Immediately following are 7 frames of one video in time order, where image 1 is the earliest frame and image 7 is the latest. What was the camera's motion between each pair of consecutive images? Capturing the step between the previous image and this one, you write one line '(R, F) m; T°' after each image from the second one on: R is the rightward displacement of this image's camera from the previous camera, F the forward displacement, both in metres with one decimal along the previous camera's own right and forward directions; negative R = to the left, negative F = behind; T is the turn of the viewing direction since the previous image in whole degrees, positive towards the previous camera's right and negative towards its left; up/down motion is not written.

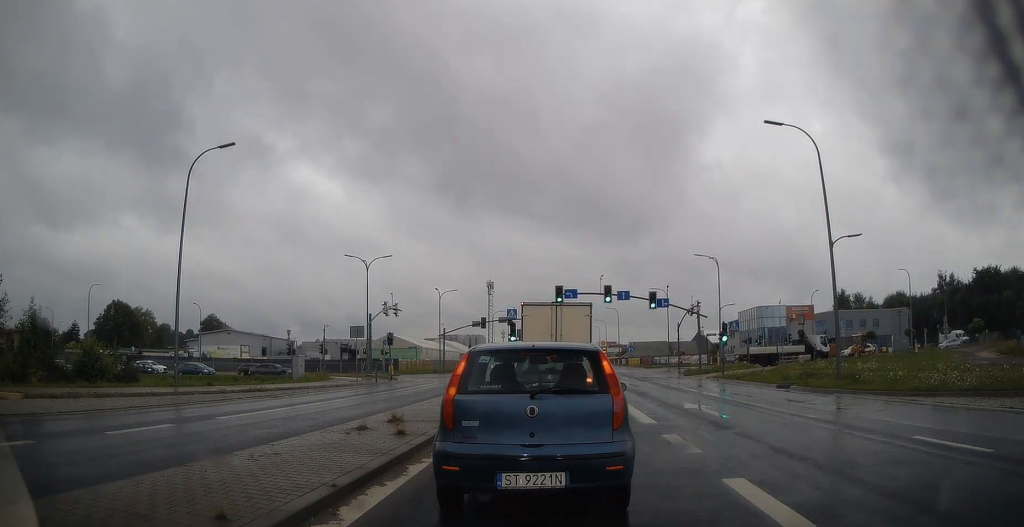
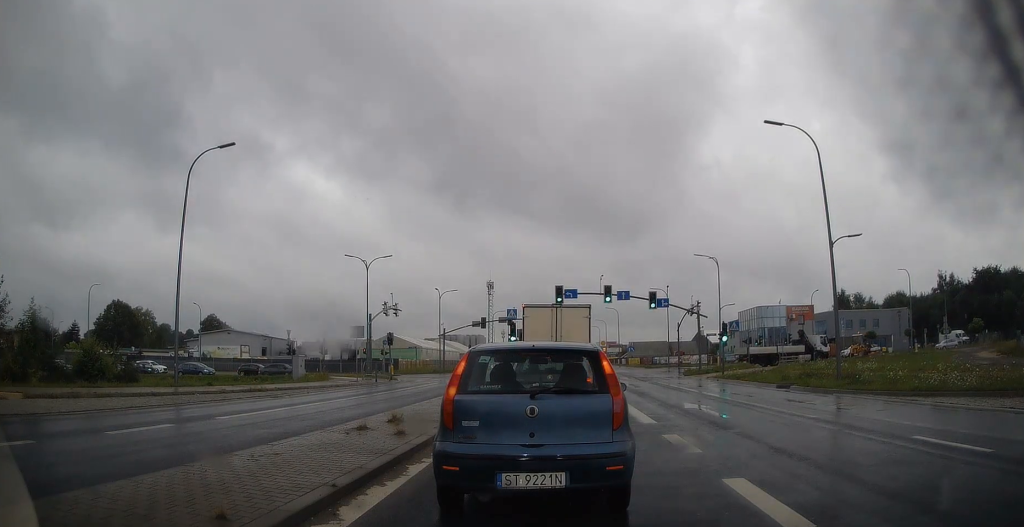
(0.0, 0.0) m; 0°
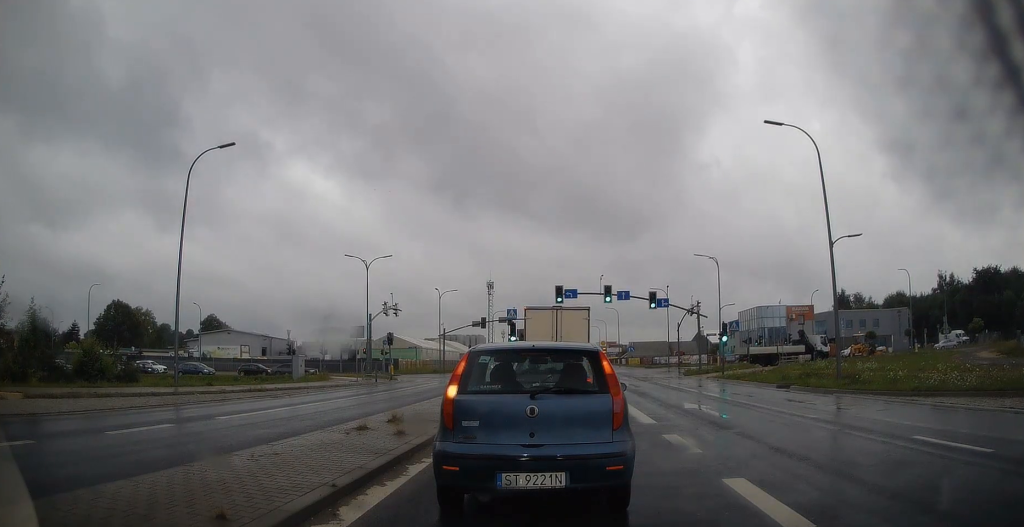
(0.0, 0.0) m; 0°
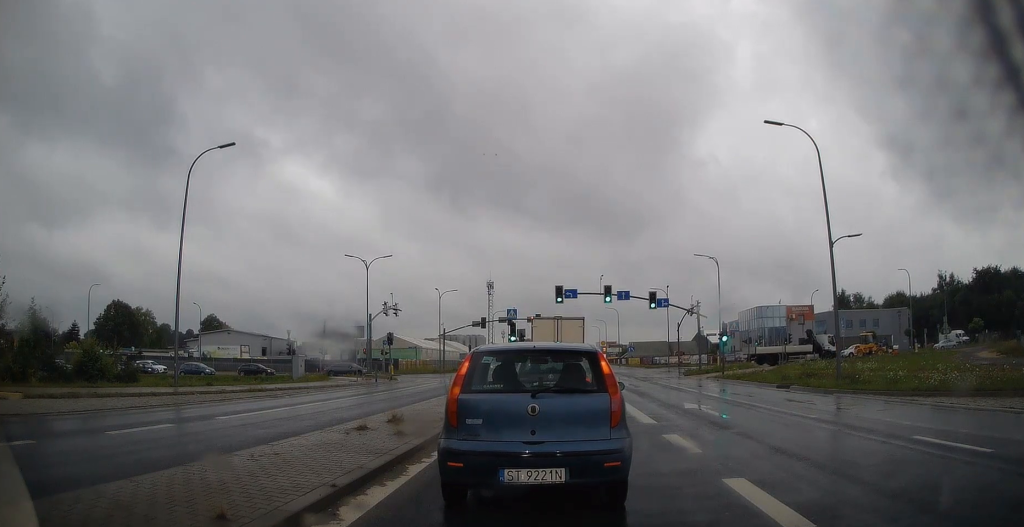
(0.0, 0.0) m; 0°
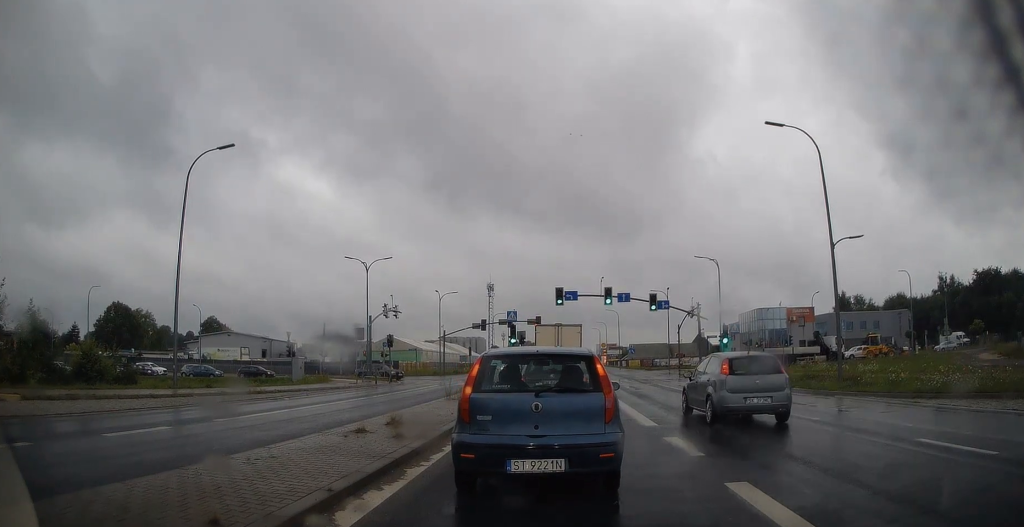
(0.0, +0.1) m; 0°
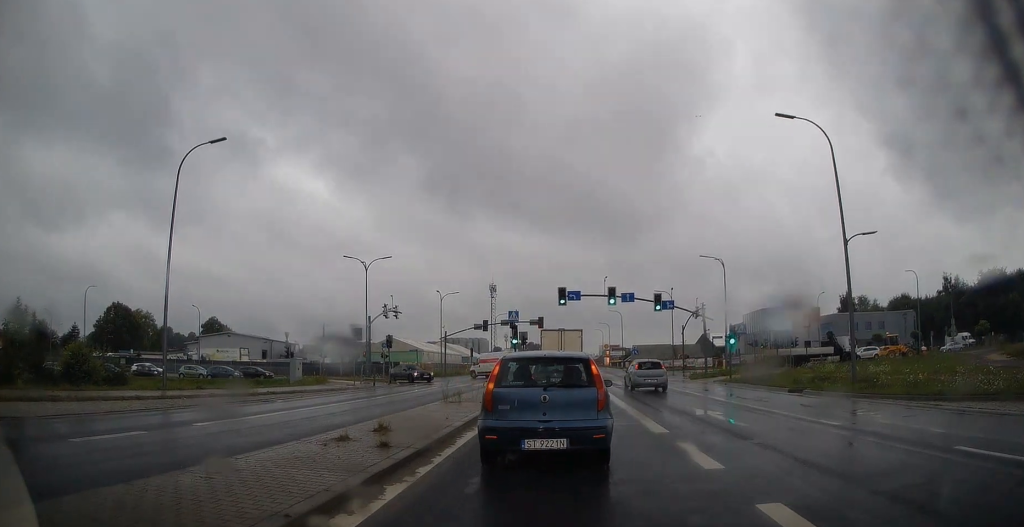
(+0.4, +0.9) m; +2°
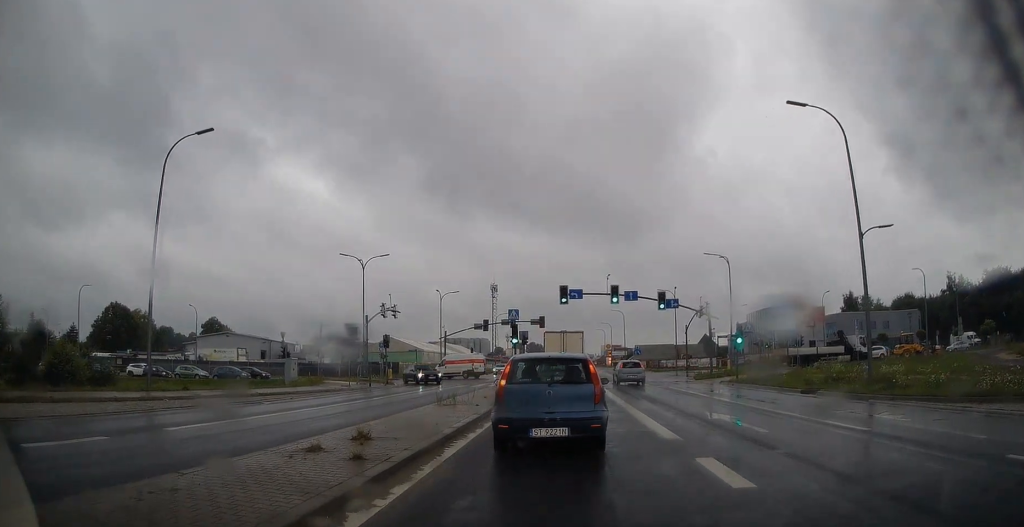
(-0.1, +1.2) m; -3°
